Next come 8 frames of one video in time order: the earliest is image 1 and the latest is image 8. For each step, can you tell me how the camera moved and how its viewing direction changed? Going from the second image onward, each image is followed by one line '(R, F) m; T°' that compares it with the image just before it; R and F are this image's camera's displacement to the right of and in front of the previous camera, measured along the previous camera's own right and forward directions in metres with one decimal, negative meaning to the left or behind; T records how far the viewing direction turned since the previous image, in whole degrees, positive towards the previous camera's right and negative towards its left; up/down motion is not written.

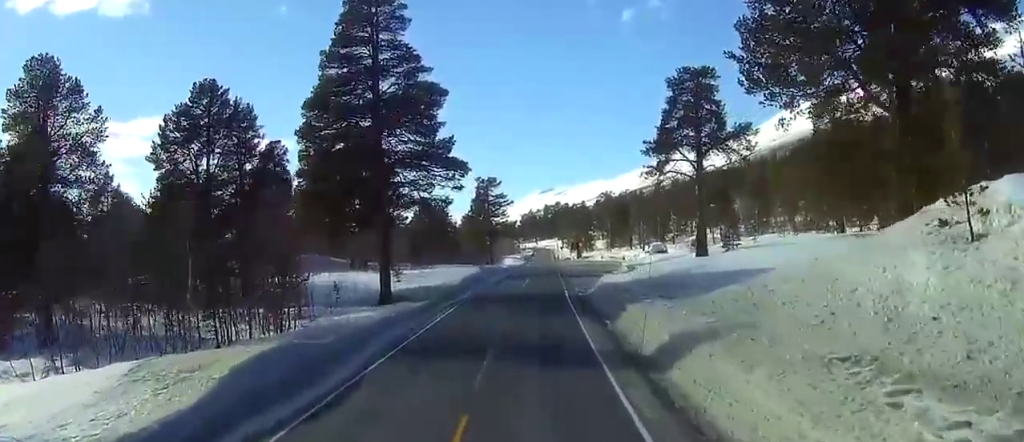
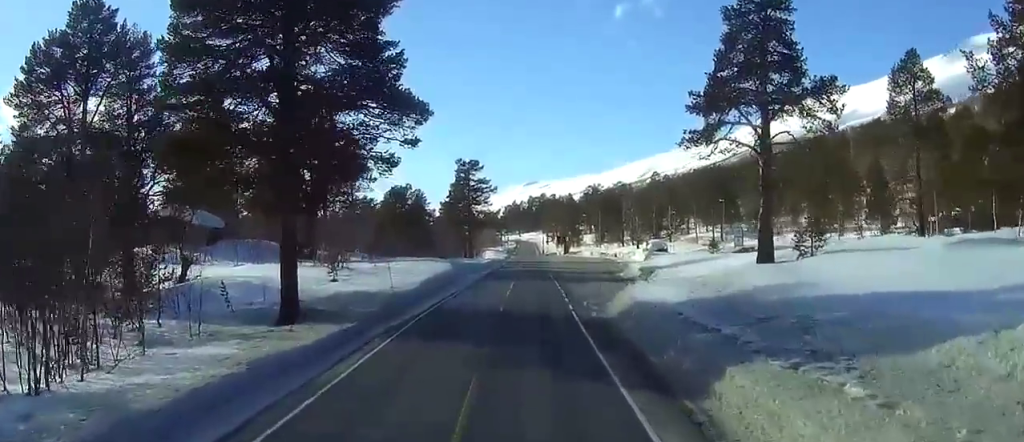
(+0.2, +19.9) m; +2°
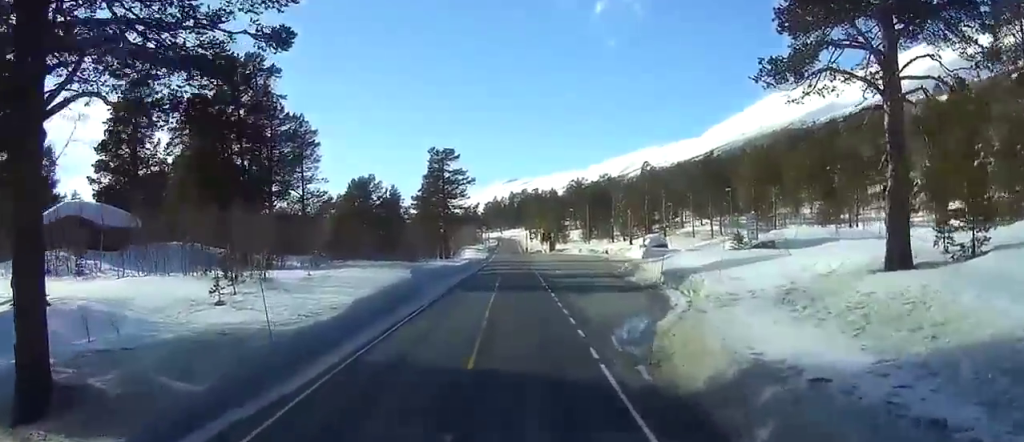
(+0.4, +18.5) m; 0°
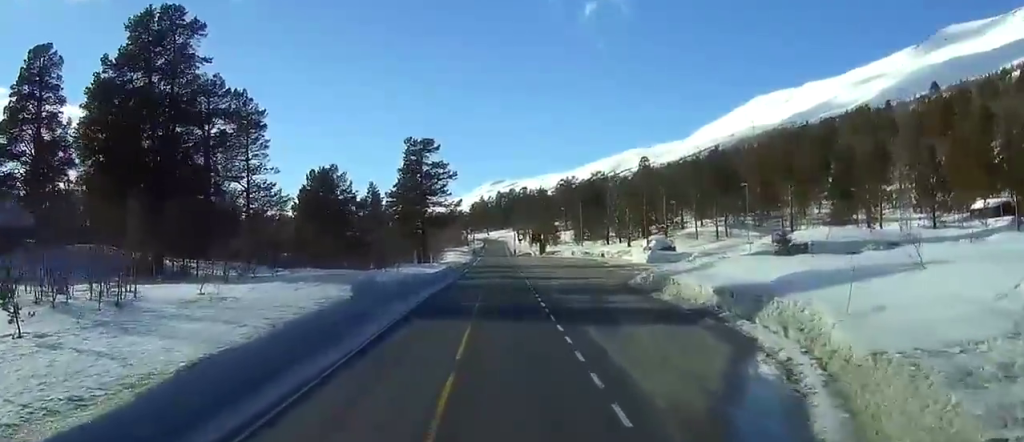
(-0.2, +18.1) m; -4°
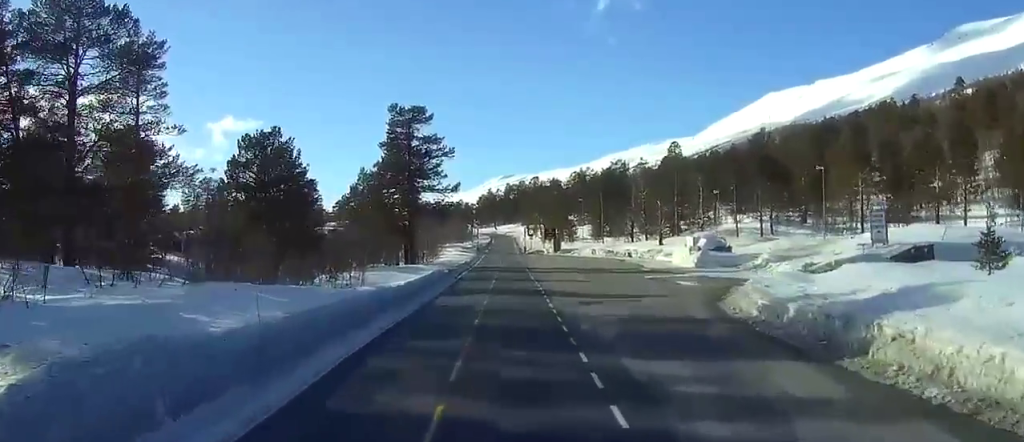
(-0.7, +29.5) m; +2°
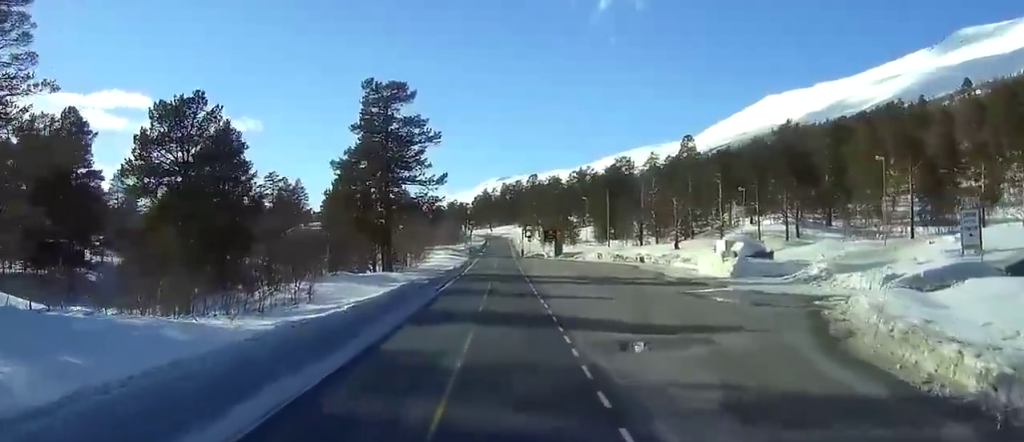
(+0.7, +18.1) m; +3°
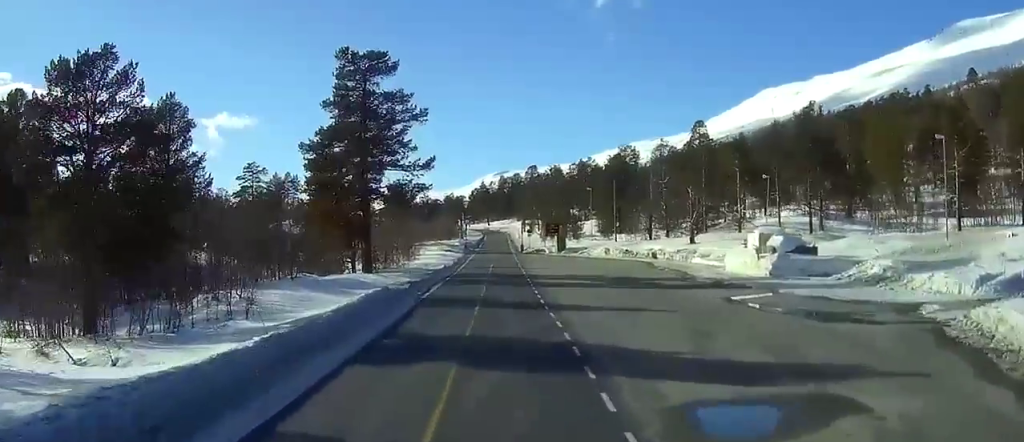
(+0.2, +12.9) m; +1°
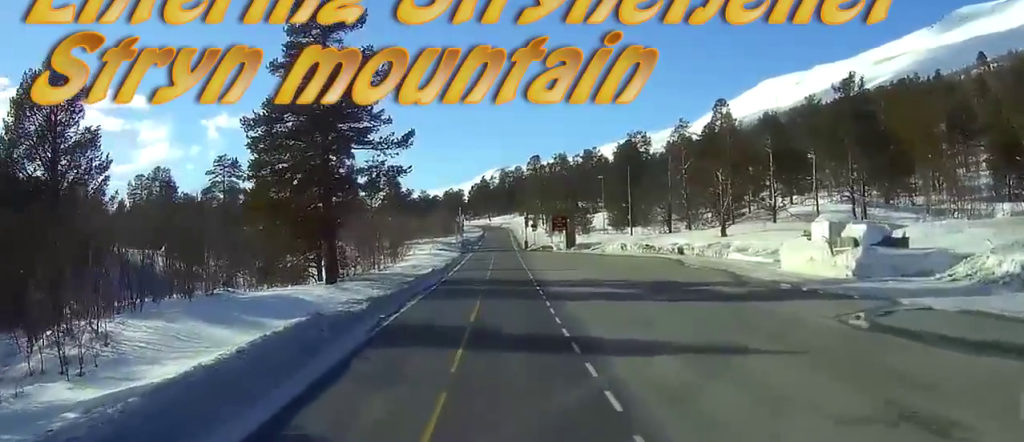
(+0.1, +17.2) m; 0°
